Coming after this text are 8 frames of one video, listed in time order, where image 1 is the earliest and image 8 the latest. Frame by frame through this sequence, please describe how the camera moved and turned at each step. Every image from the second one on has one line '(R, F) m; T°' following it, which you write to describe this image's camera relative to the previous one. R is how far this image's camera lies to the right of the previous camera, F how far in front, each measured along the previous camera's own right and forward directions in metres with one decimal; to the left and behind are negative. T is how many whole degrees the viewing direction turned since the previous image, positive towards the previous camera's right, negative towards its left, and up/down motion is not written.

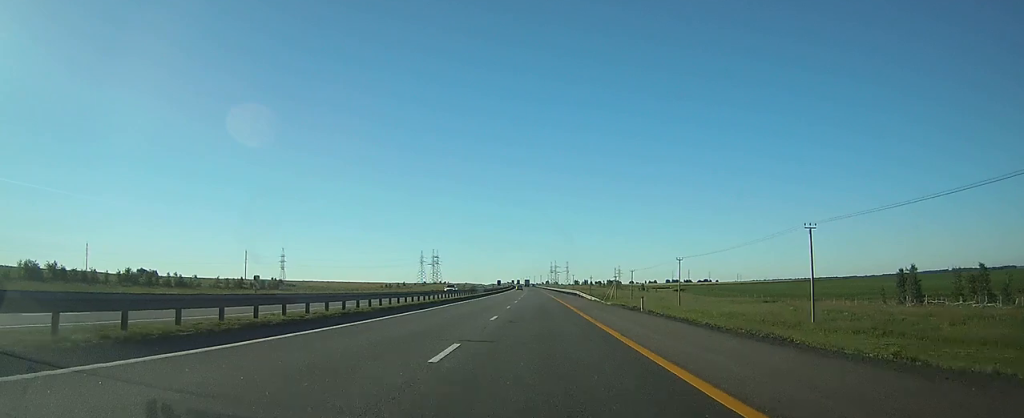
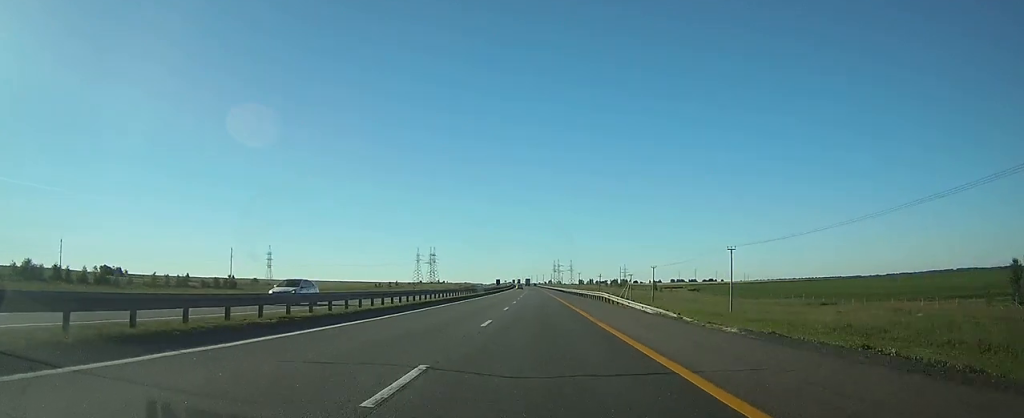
(0.0, +27.3) m; 0°
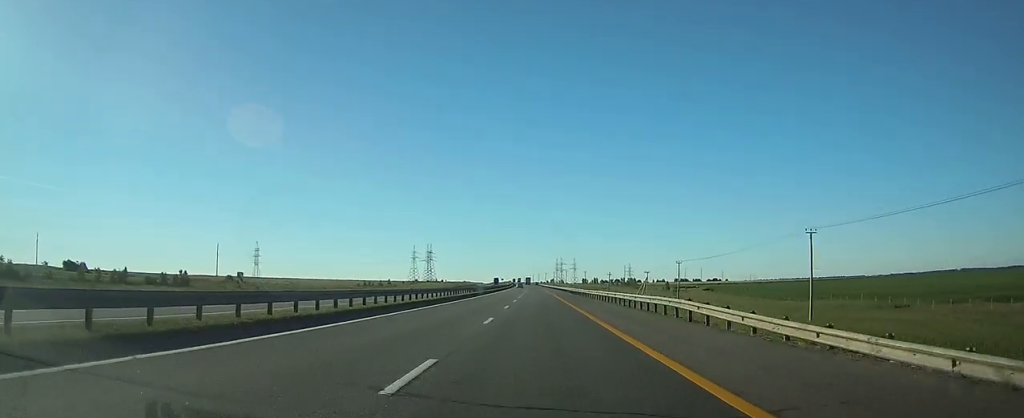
(0.0, +23.2) m; 0°
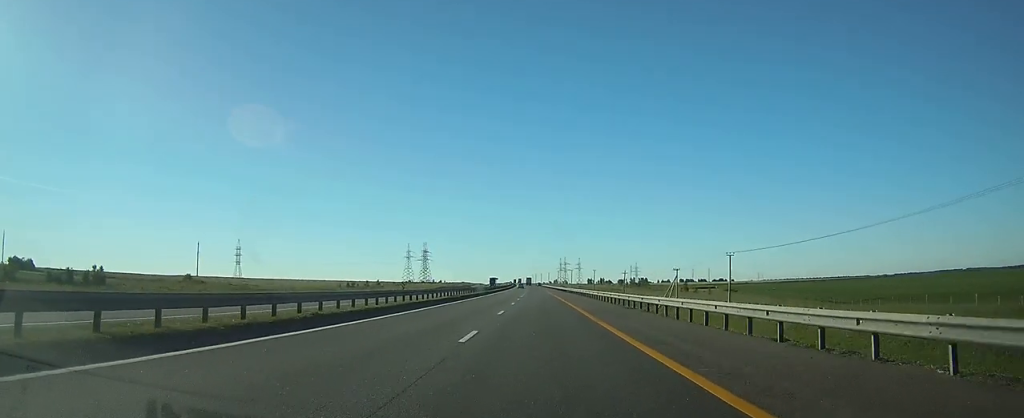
(-0.1, +29.6) m; 0°
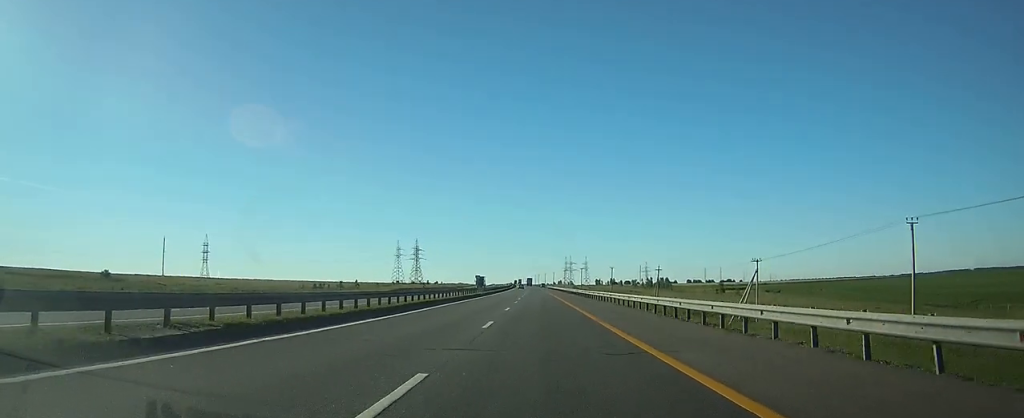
(-0.1, +43.4) m; 0°
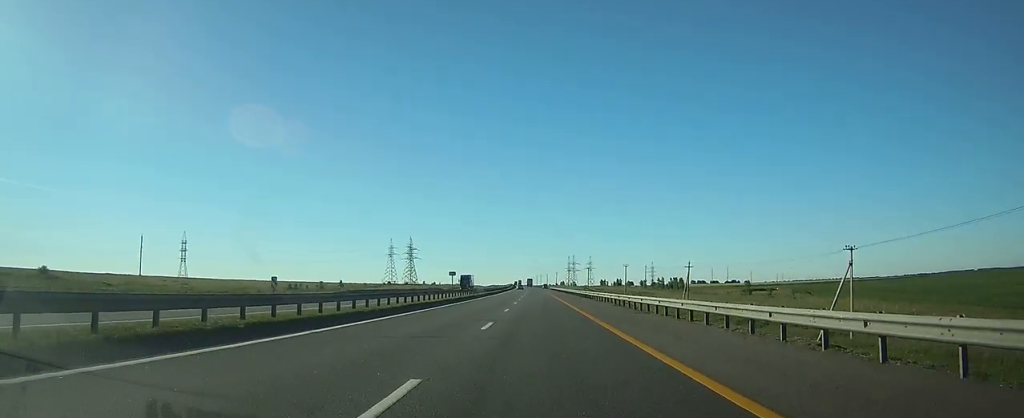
(-0.1, +24.4) m; 0°
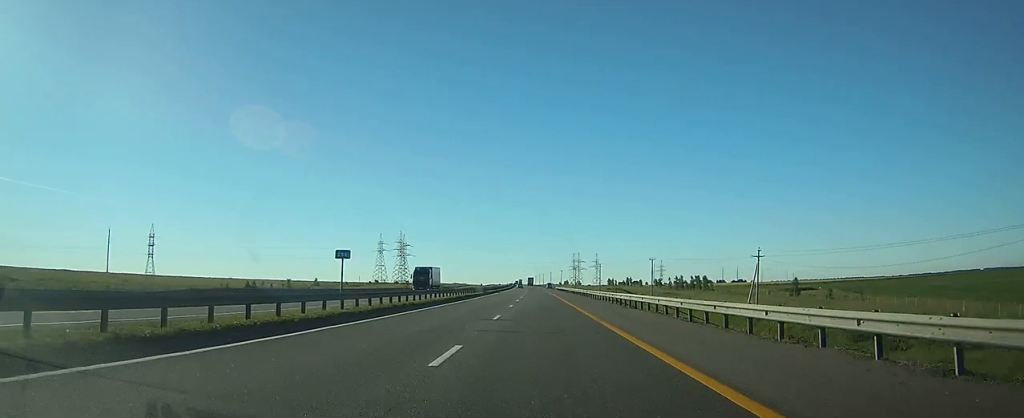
(-0.1, +31.9) m; 0°
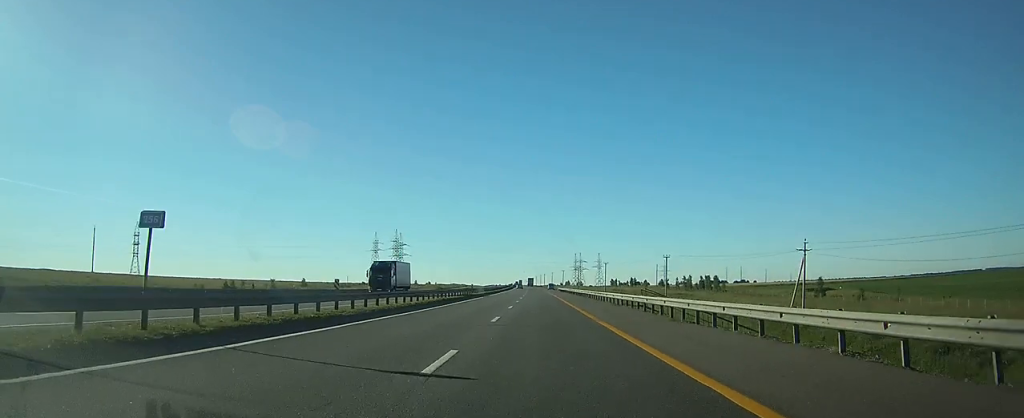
(0.0, +12.8) m; 0°
